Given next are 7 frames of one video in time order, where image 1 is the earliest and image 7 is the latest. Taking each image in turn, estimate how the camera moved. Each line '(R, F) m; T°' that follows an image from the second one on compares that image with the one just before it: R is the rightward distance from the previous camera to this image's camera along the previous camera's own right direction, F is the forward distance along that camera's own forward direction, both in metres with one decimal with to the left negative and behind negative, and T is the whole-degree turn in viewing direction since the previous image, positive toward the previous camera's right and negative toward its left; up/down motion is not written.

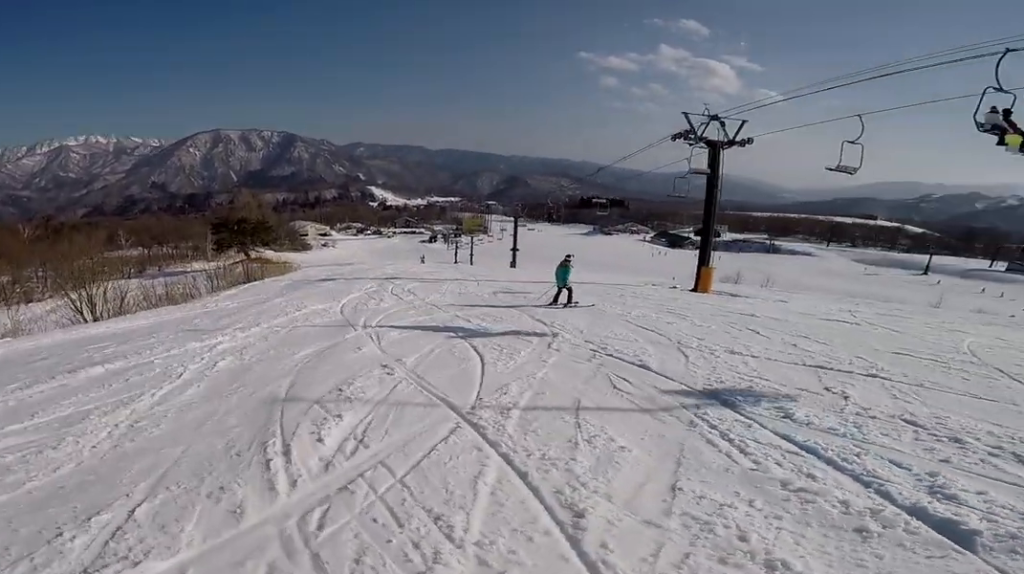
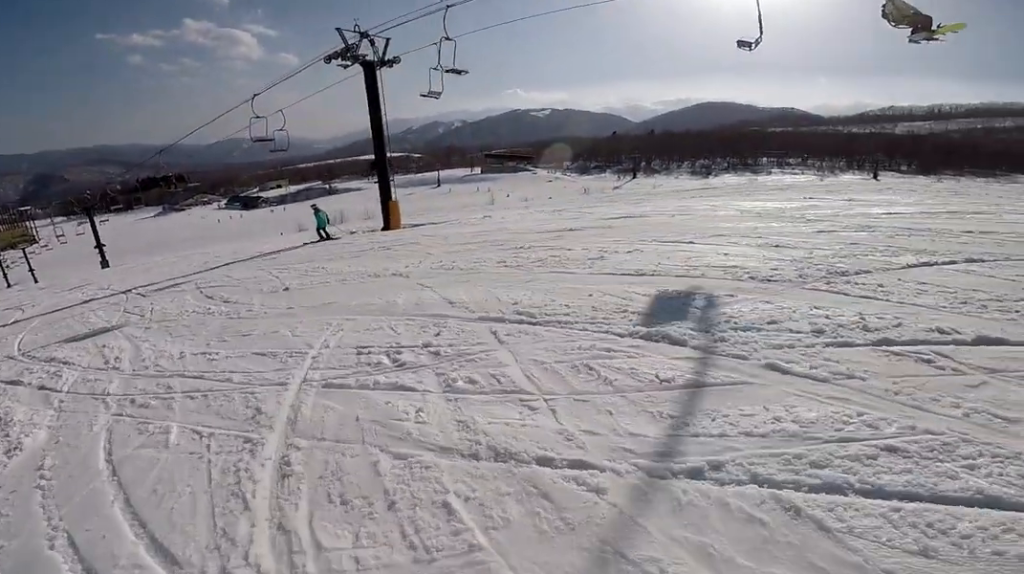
(+4.1, +5.8) m; +50°
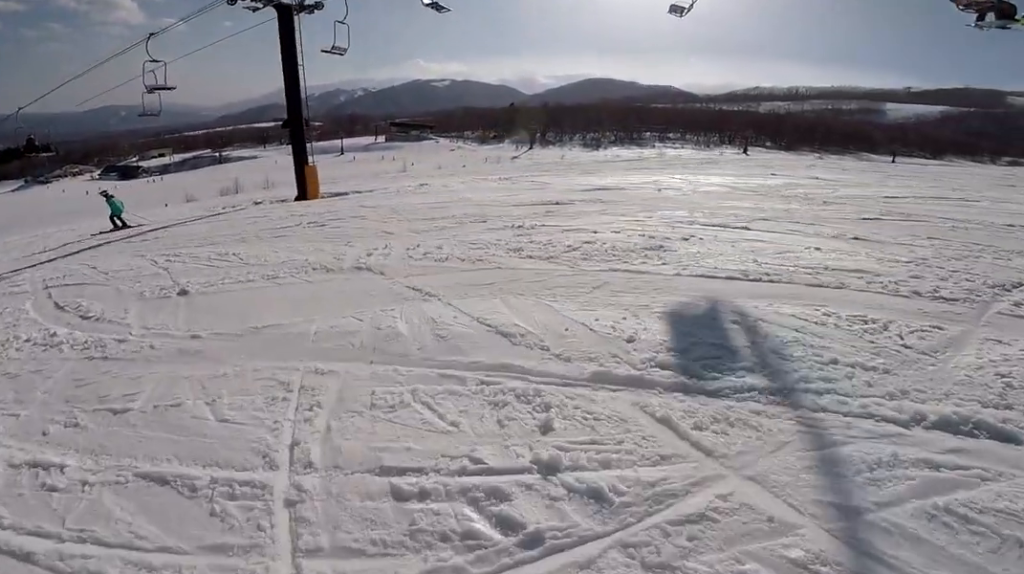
(+0.1, +2.5) m; +7°
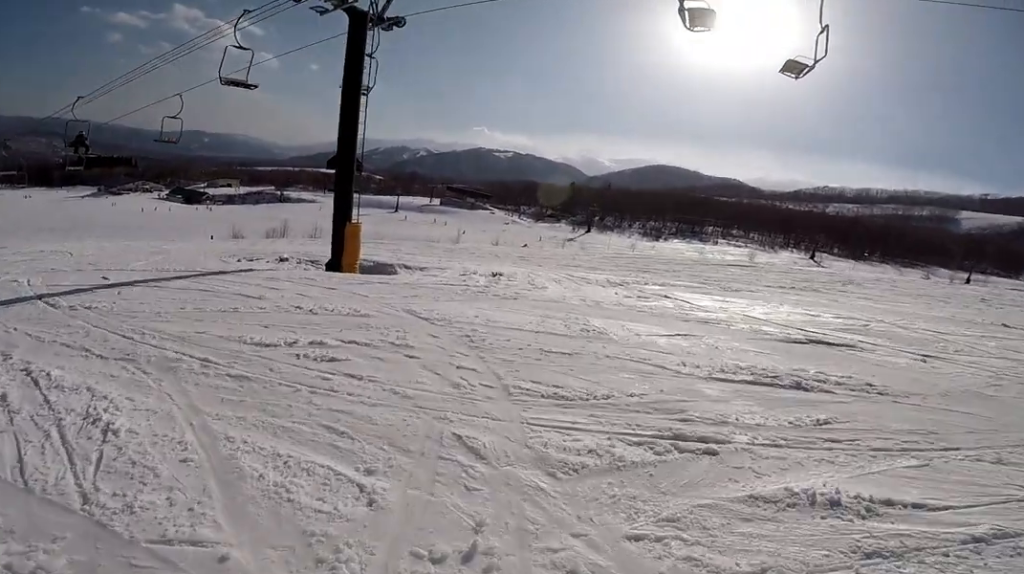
(+0.7, +4.7) m; +9°
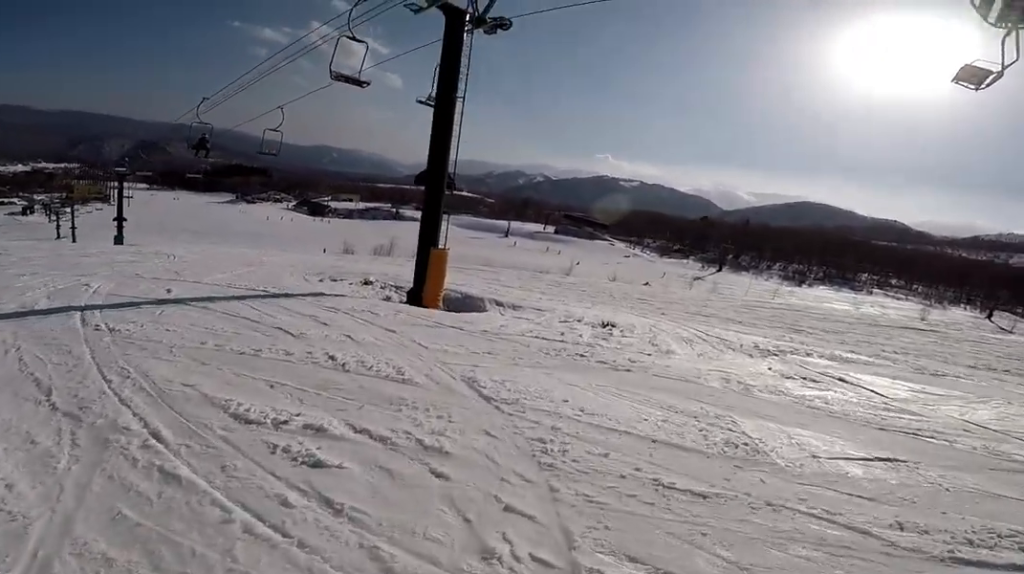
(+0.4, +2.2) m; -4°
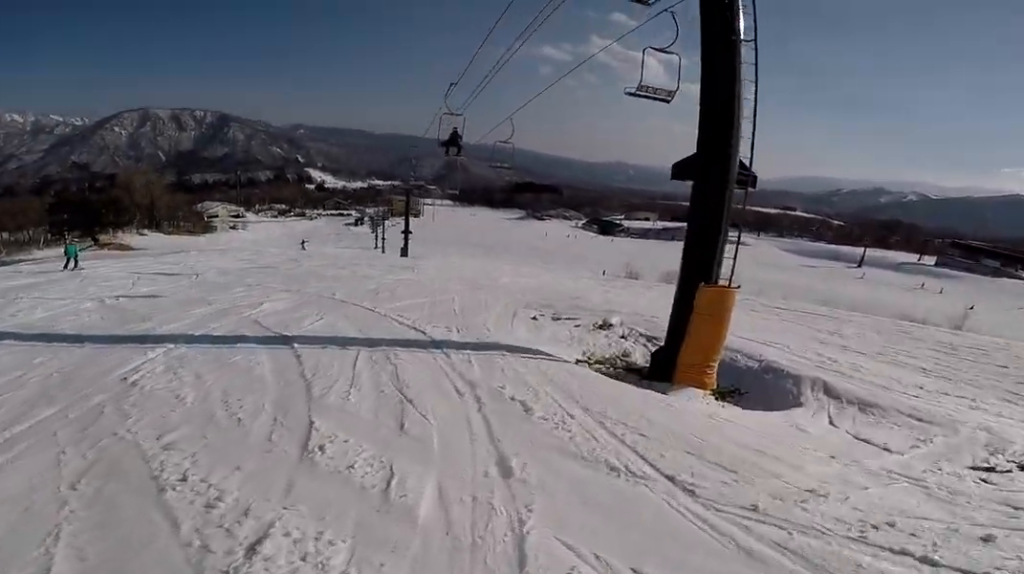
(-1.7, +4.9) m; -34°
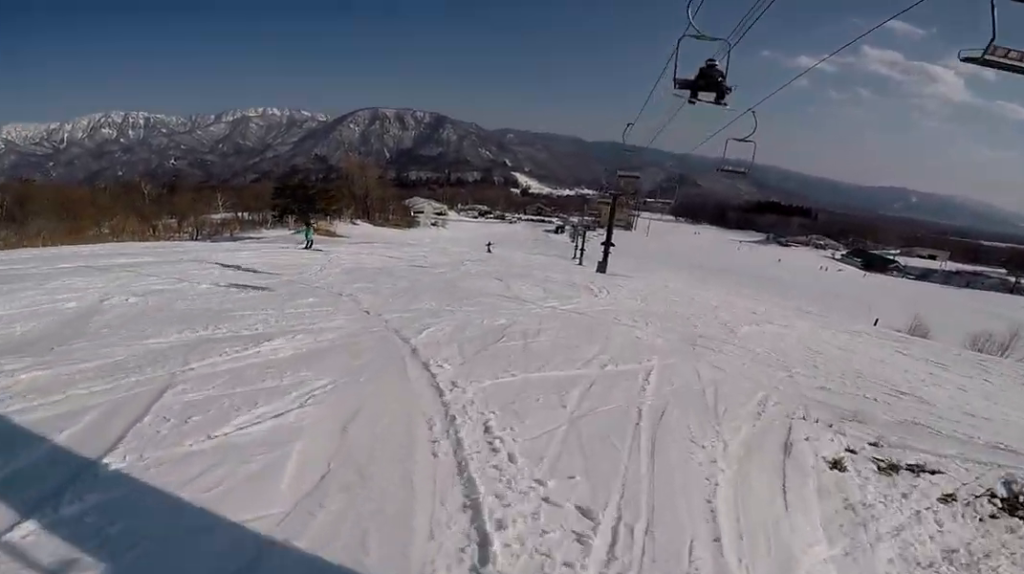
(-1.4, +5.2) m; -31°
